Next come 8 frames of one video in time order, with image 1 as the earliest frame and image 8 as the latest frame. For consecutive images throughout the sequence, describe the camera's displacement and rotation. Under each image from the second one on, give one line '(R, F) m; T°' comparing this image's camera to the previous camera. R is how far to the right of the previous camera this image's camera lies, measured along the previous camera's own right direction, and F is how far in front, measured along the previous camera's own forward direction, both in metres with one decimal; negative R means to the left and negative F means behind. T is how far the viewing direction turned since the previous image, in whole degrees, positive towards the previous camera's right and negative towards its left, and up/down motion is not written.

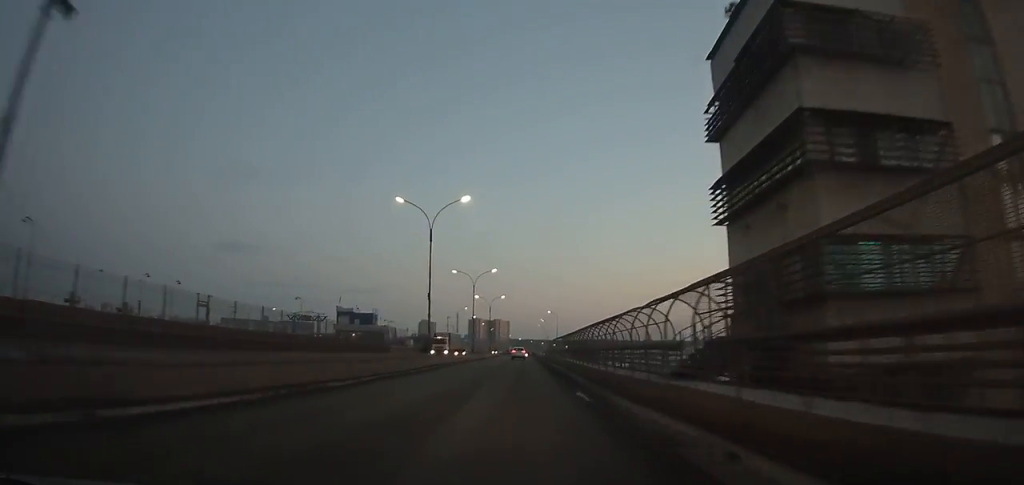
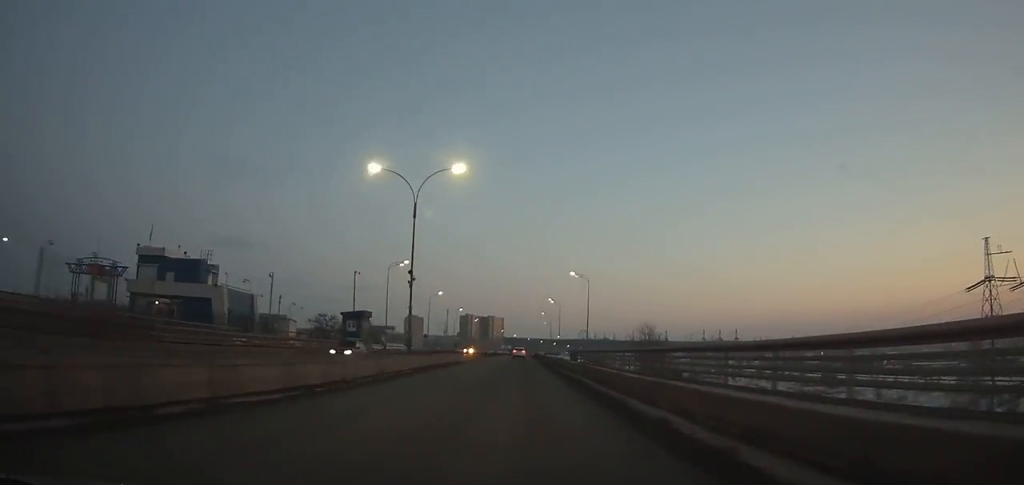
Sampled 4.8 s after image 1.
(+0.5, +77.2) m; 0°
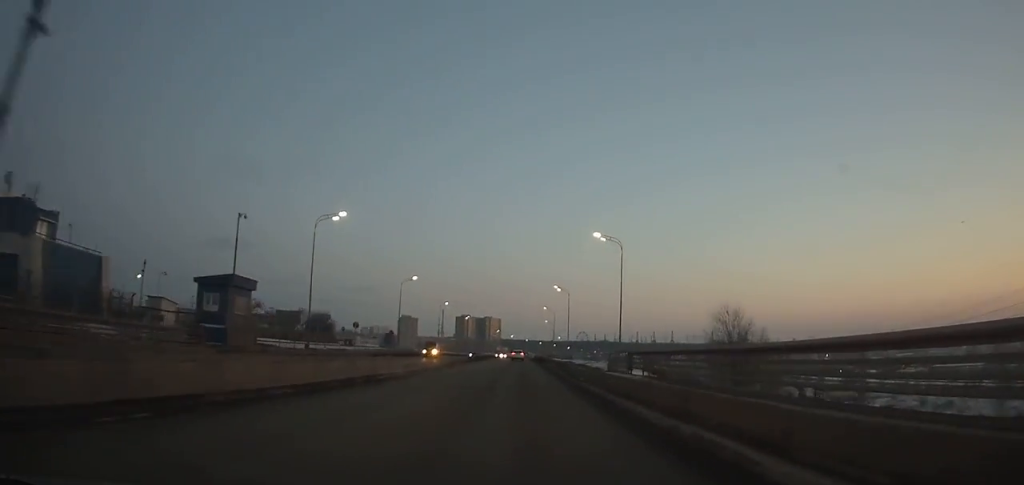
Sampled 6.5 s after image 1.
(0.0, +27.4) m; 0°
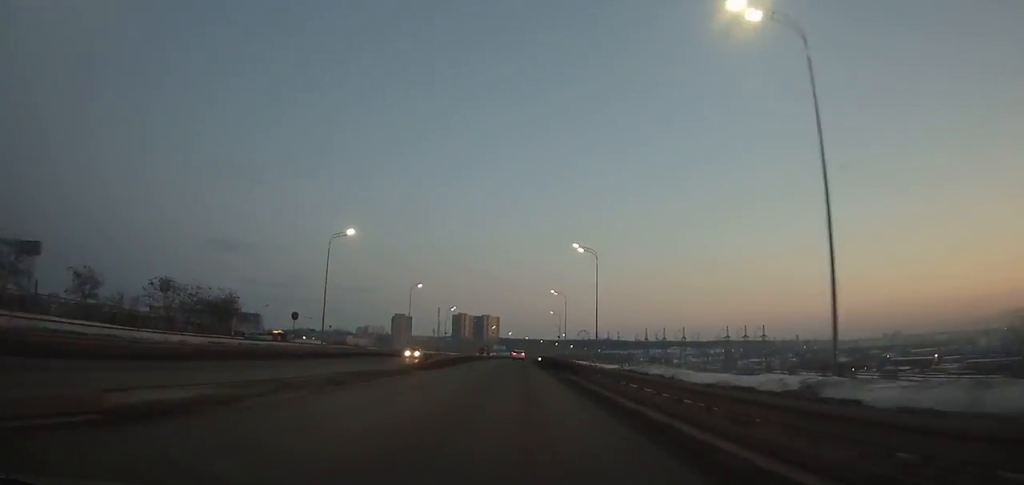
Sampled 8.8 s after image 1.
(0.0, +37.5) m; 0°
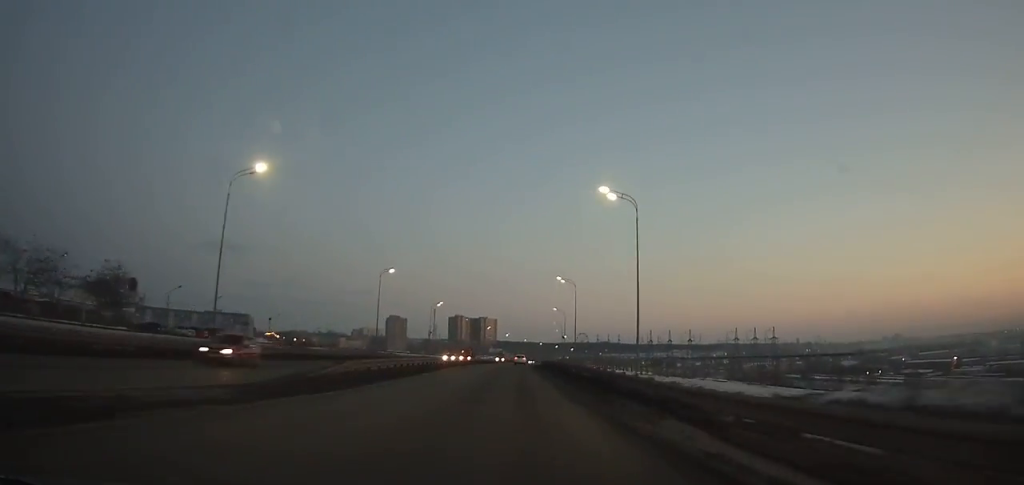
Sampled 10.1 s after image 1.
(0.0, +21.3) m; 0°
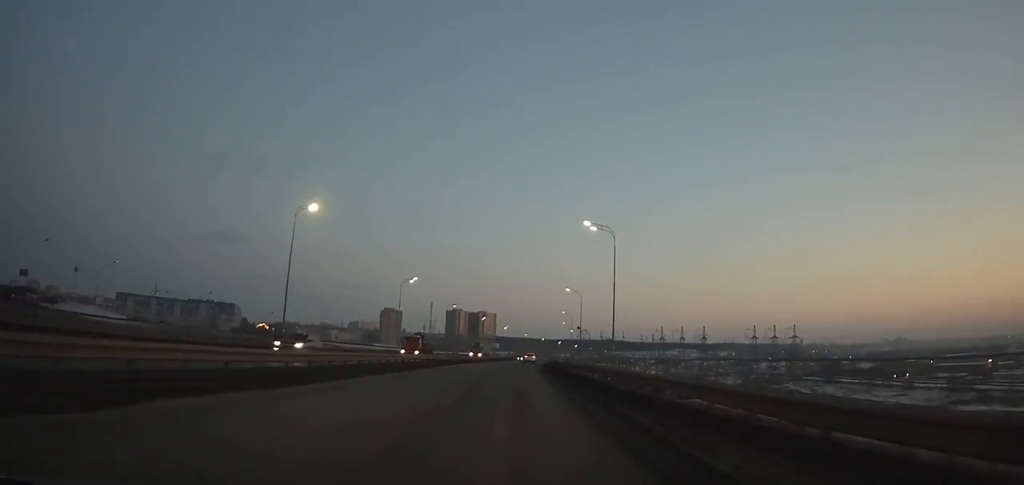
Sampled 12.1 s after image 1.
(-0.3, +33.1) m; 0°
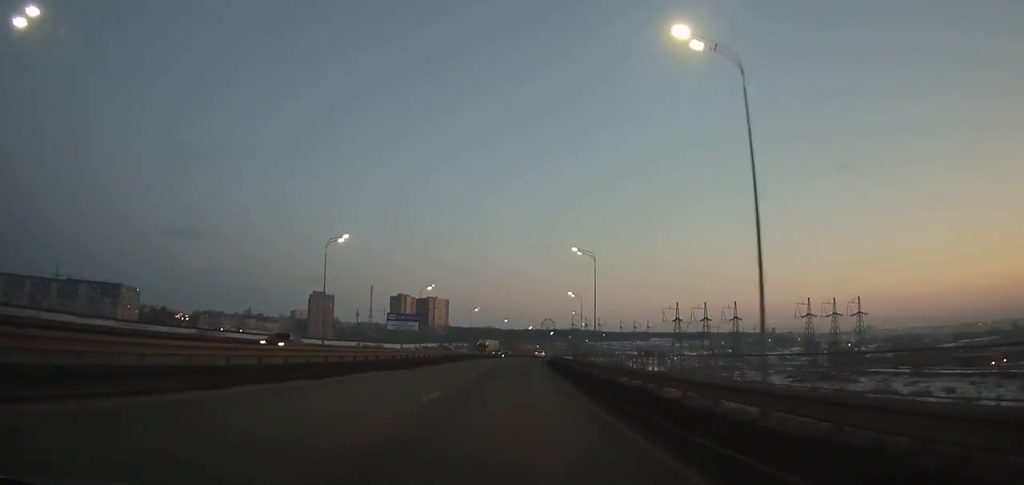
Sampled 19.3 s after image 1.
(+4.8, +119.6) m; +5°
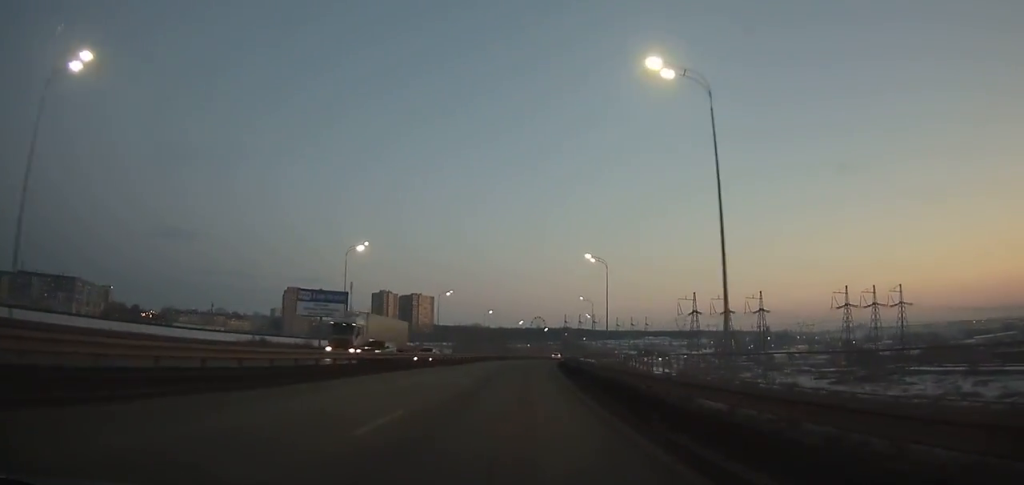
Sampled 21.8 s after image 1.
(+0.3, +41.8) m; +1°
